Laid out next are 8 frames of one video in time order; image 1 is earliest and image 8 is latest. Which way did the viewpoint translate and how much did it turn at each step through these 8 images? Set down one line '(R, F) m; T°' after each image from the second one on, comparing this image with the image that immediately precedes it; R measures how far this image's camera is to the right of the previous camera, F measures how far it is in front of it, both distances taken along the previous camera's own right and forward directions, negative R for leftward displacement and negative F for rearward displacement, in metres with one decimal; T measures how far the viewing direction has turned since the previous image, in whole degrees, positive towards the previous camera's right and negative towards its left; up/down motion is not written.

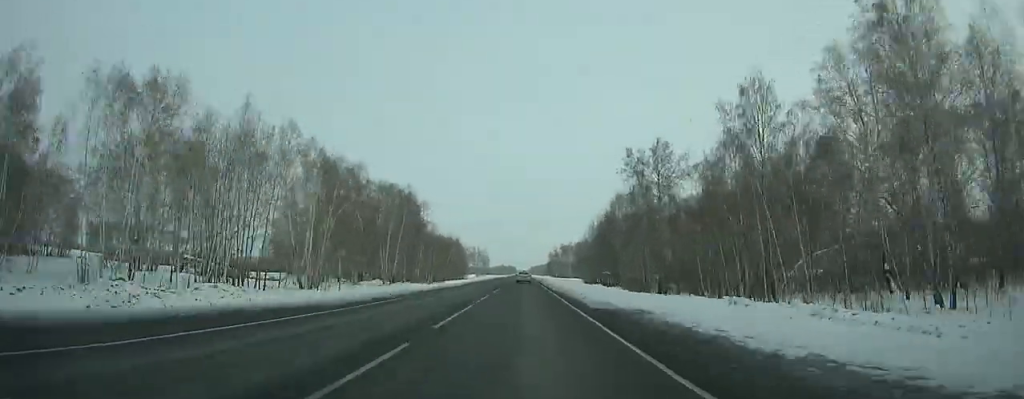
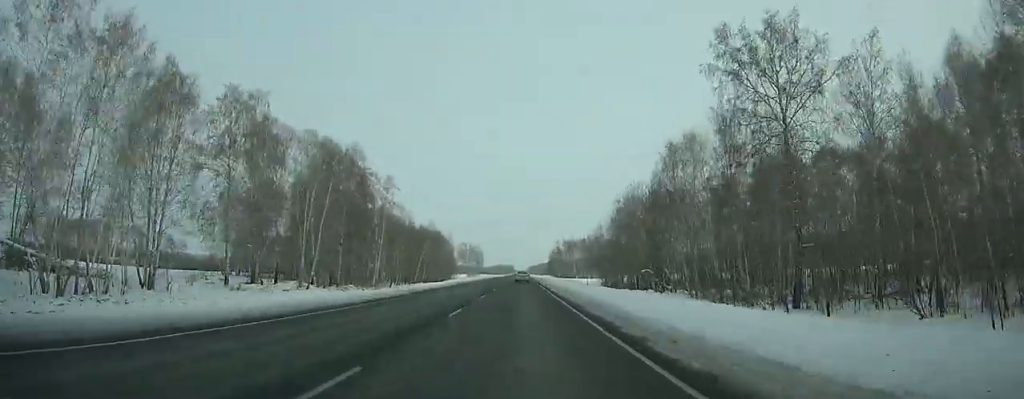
(+0.1, +38.9) m; 0°
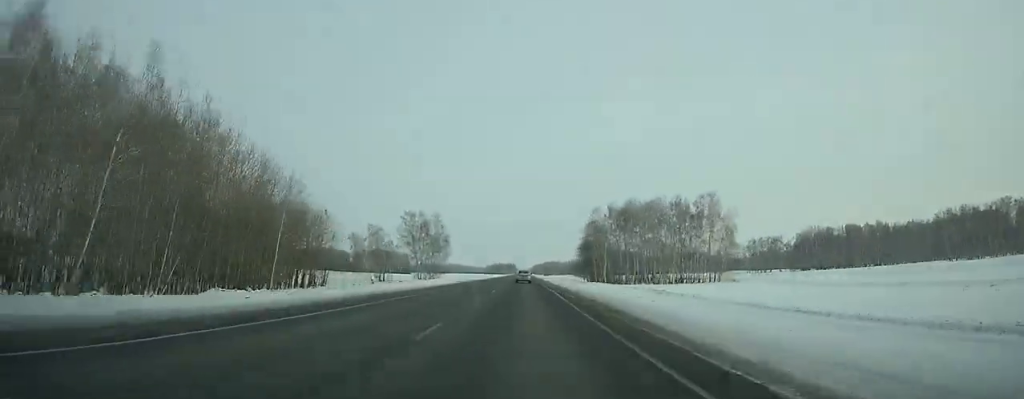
(-0.8, +135.6) m; -1°
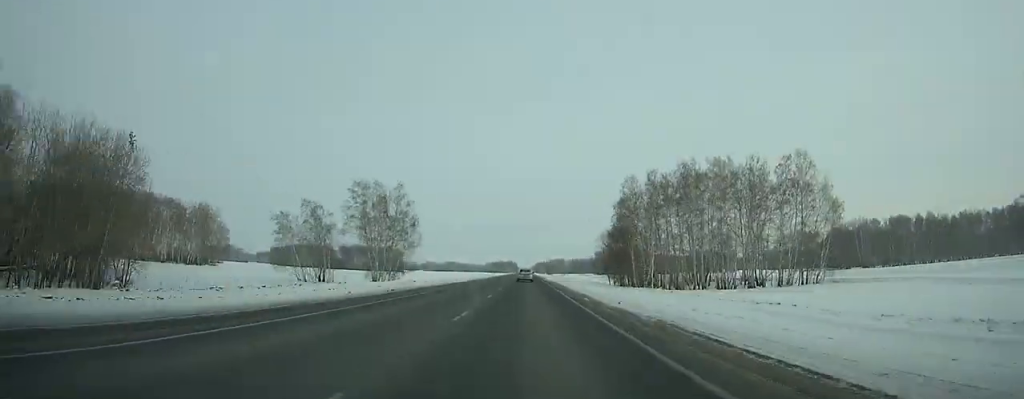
(-0.1, +42.4) m; 0°
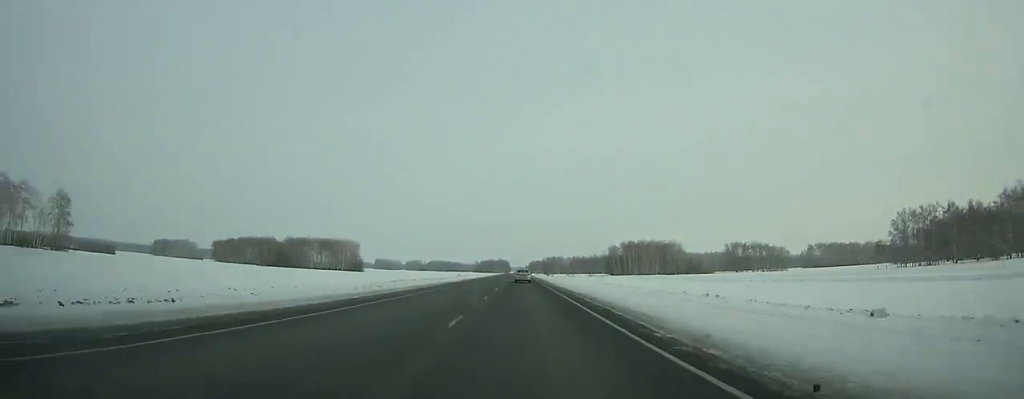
(0.0, +109.5) m; 0°
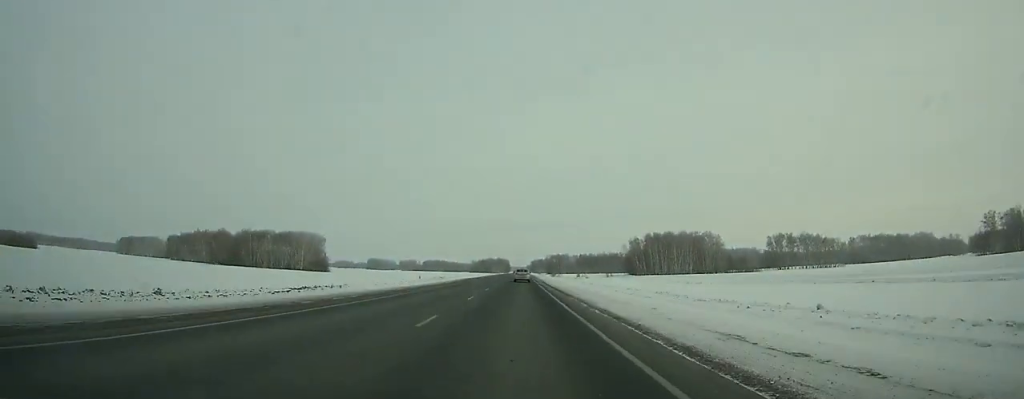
(+0.3, +72.9) m; 0°
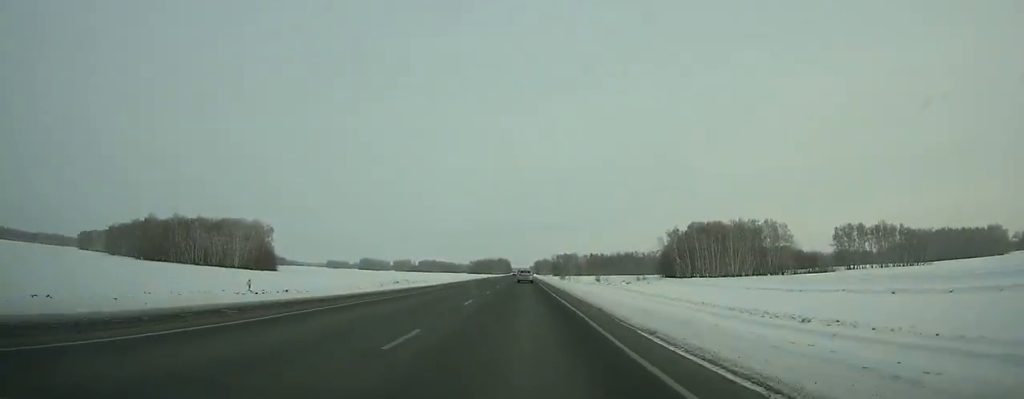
(-0.1, +79.0) m; 0°
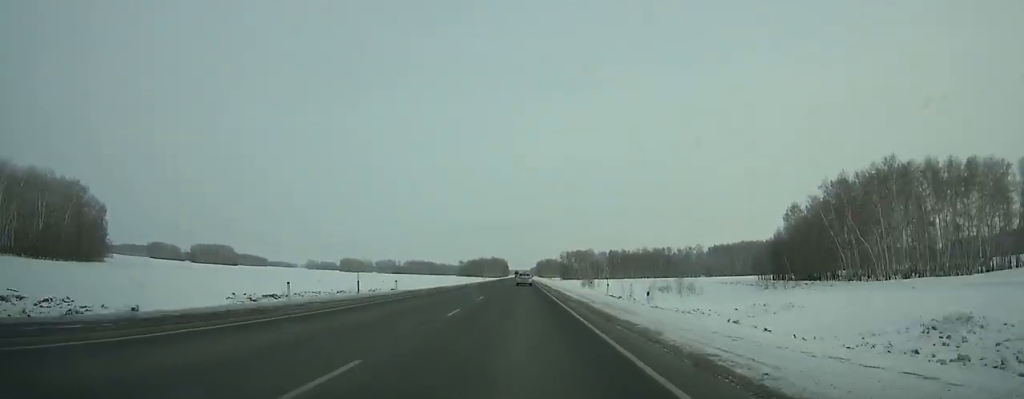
(+0.1, +126.6) m; 0°
